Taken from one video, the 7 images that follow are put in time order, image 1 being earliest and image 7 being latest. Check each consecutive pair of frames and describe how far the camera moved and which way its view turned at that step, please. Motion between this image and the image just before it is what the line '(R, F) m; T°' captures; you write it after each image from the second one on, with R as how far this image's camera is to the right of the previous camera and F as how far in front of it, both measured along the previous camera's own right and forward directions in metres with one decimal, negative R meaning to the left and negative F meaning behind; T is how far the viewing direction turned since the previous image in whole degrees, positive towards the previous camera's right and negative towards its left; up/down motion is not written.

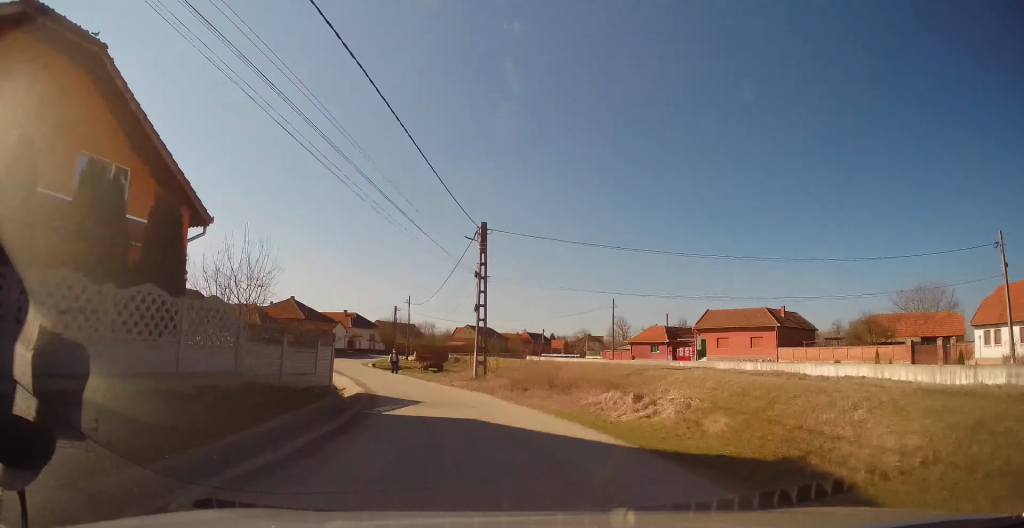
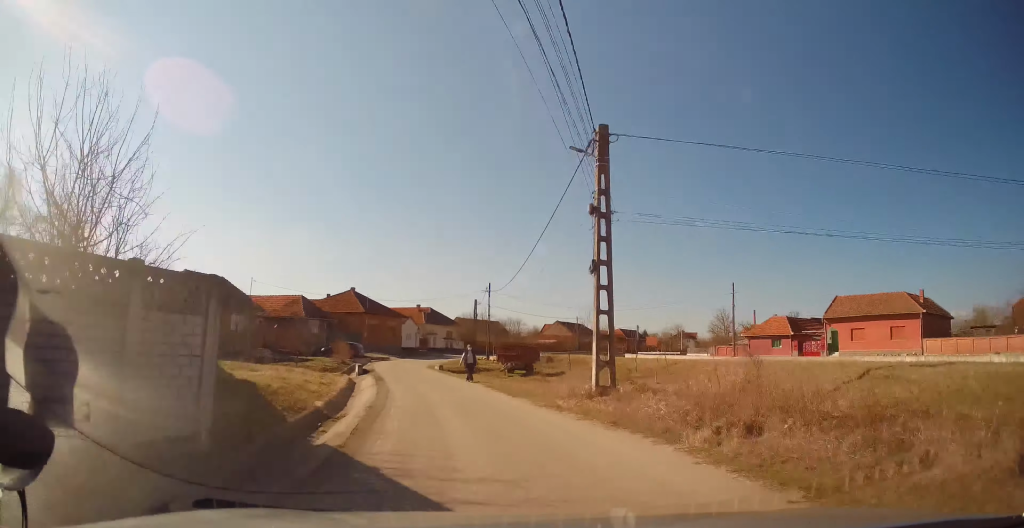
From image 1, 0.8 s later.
(-1.2, +12.1) m; -8°
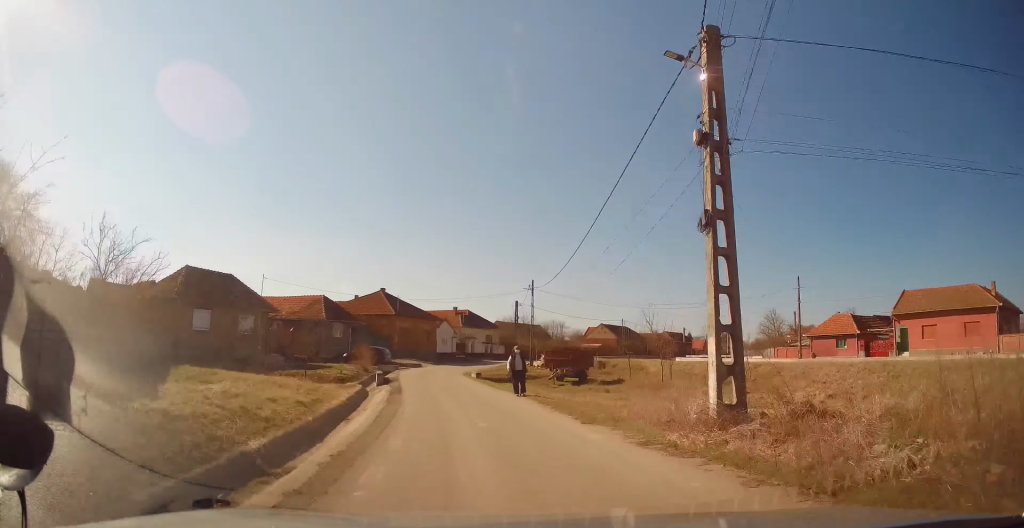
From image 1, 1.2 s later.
(-0.1, +5.8) m; -4°
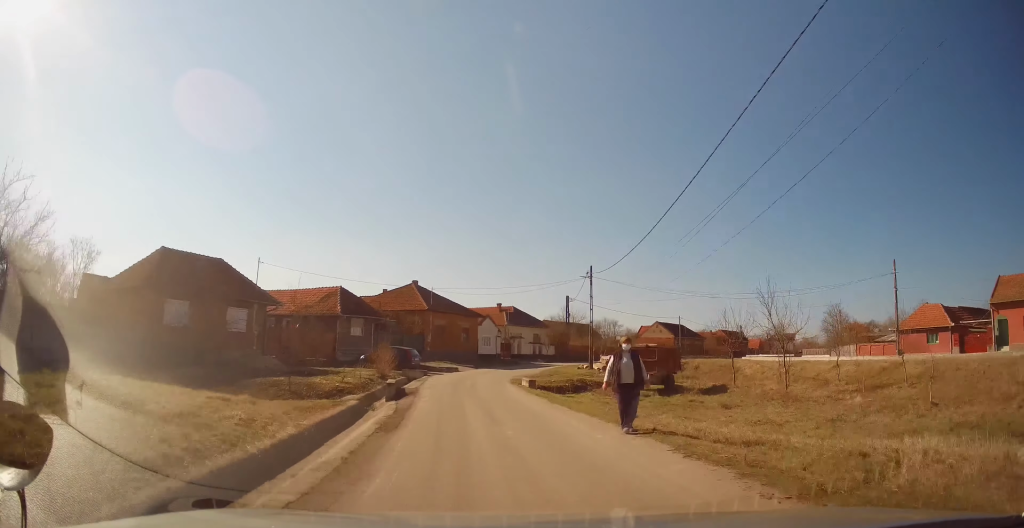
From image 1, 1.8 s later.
(-0.5, +8.6) m; -3°
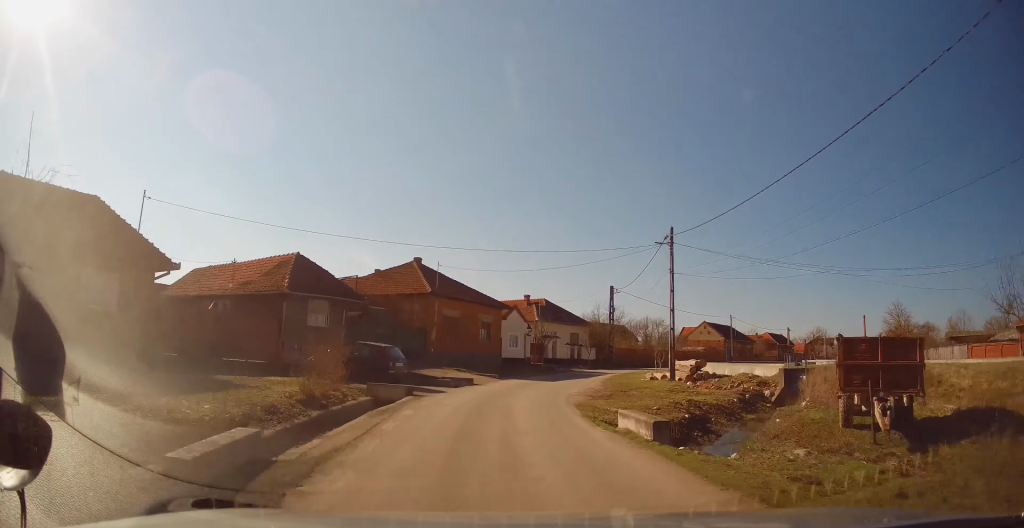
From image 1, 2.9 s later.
(-0.5, +14.5) m; -4°
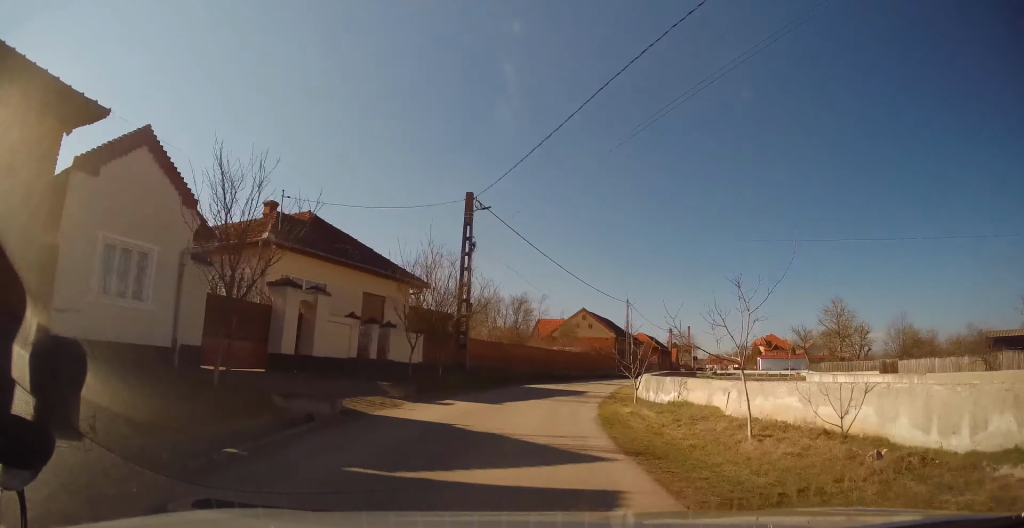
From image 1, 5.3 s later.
(+1.9, +33.7) m; +14°
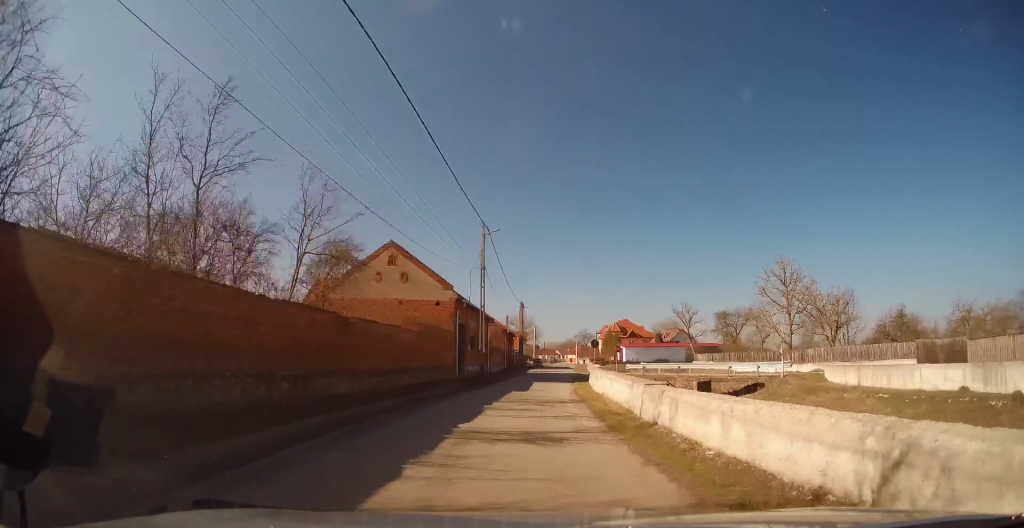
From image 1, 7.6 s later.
(+5.4, +30.4) m; +19°
